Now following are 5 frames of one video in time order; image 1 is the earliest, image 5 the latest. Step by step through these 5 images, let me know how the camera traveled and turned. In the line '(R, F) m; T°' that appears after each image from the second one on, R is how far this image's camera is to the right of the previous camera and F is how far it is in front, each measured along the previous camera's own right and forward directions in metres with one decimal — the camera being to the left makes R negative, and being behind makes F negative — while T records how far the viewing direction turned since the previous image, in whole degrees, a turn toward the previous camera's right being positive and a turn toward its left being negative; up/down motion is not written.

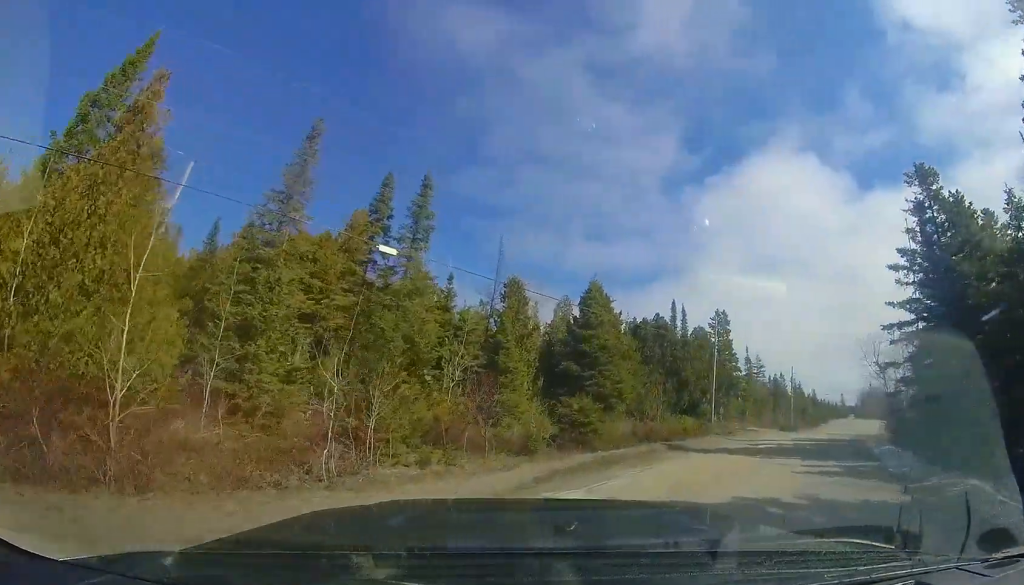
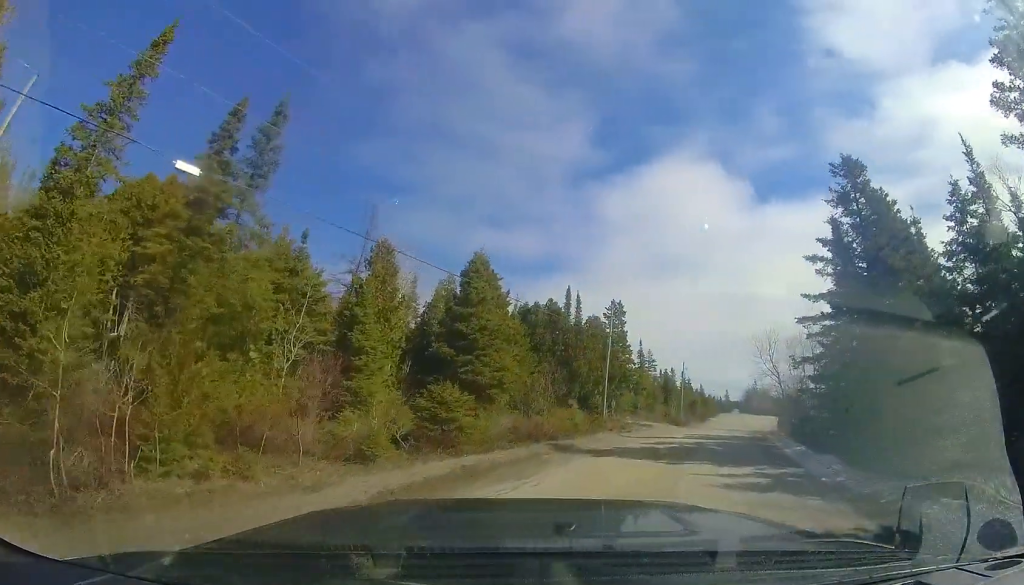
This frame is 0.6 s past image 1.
(+0.2, +2.4) m; +9°
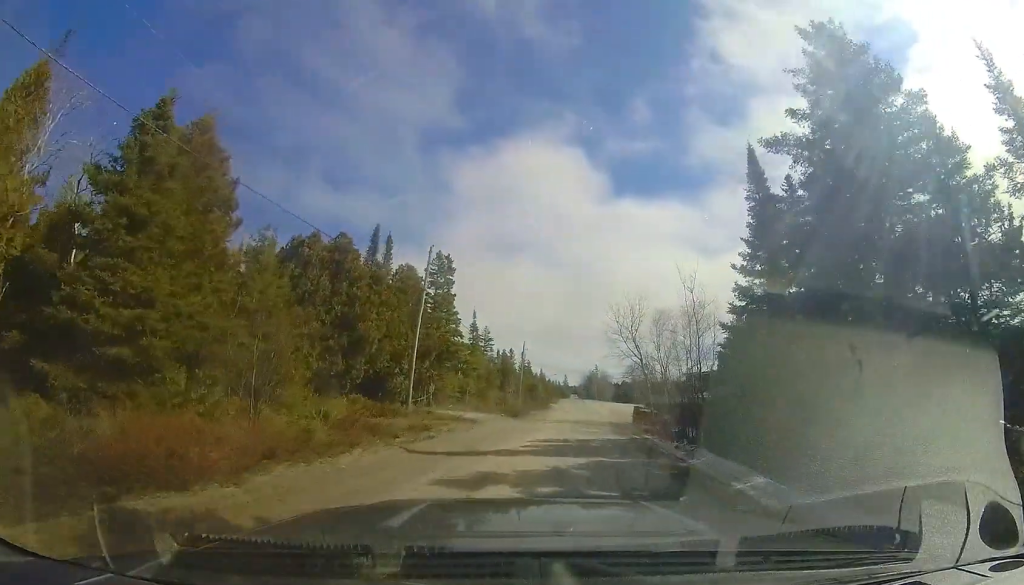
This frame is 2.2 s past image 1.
(+1.7, +8.1) m; +22°
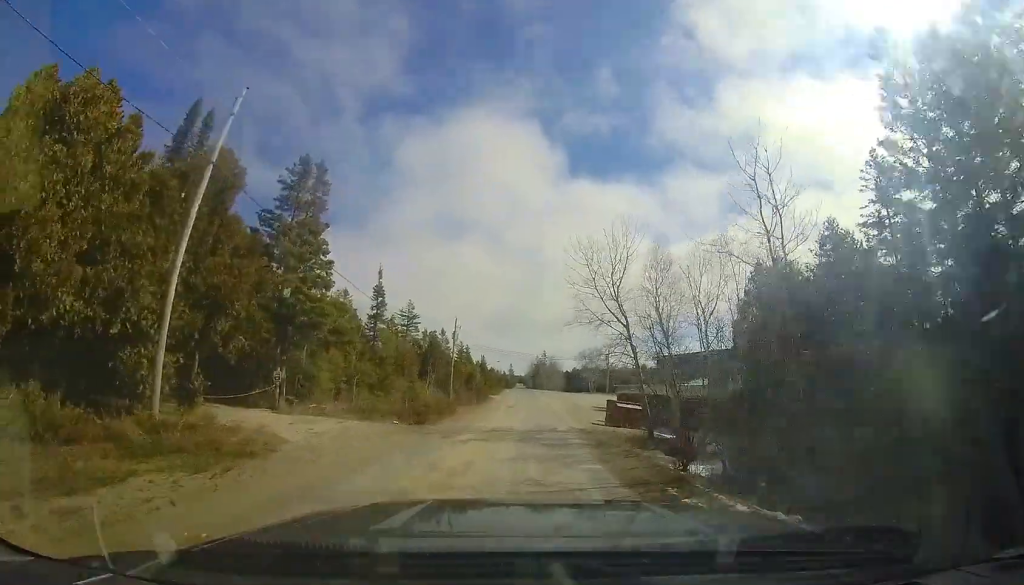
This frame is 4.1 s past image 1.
(+2.8, +11.7) m; +21°
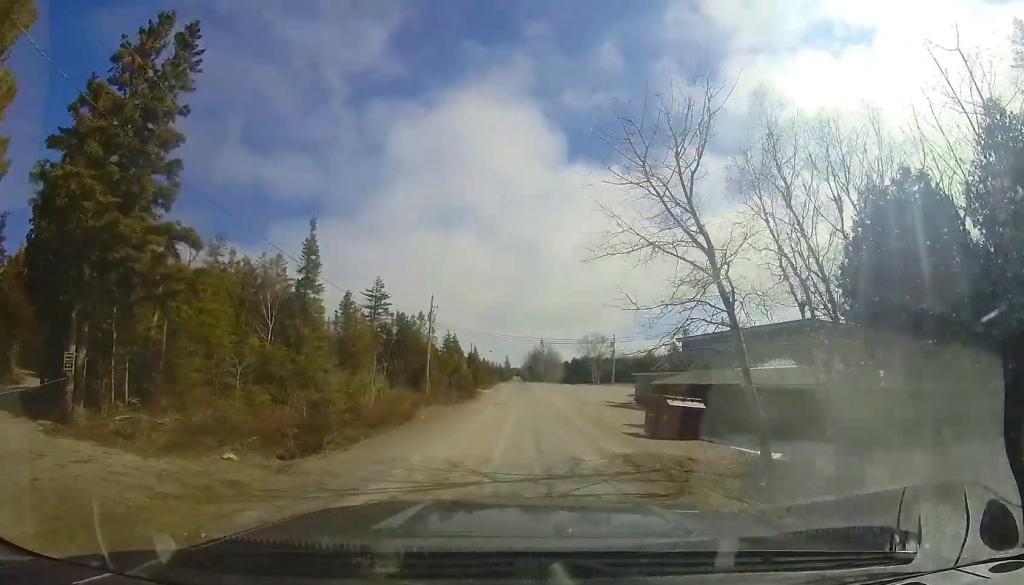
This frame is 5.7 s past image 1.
(-0.1, +10.8) m; -4°
